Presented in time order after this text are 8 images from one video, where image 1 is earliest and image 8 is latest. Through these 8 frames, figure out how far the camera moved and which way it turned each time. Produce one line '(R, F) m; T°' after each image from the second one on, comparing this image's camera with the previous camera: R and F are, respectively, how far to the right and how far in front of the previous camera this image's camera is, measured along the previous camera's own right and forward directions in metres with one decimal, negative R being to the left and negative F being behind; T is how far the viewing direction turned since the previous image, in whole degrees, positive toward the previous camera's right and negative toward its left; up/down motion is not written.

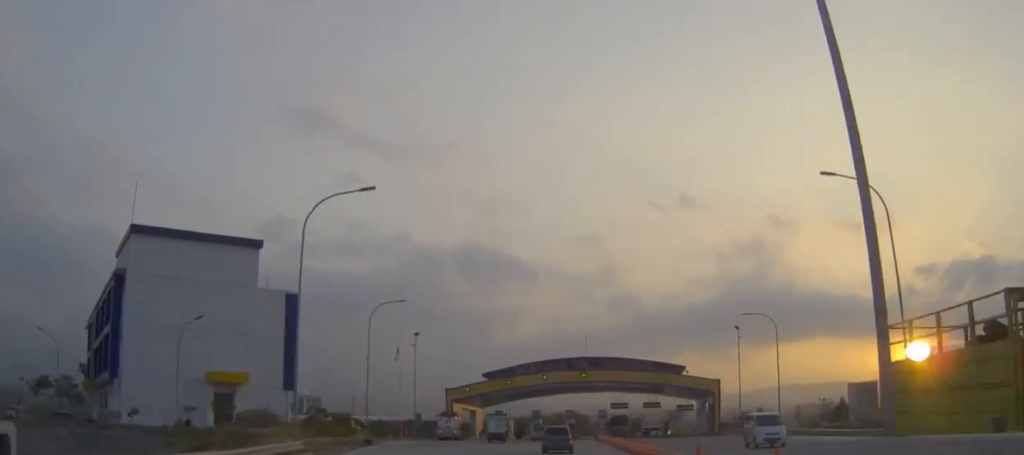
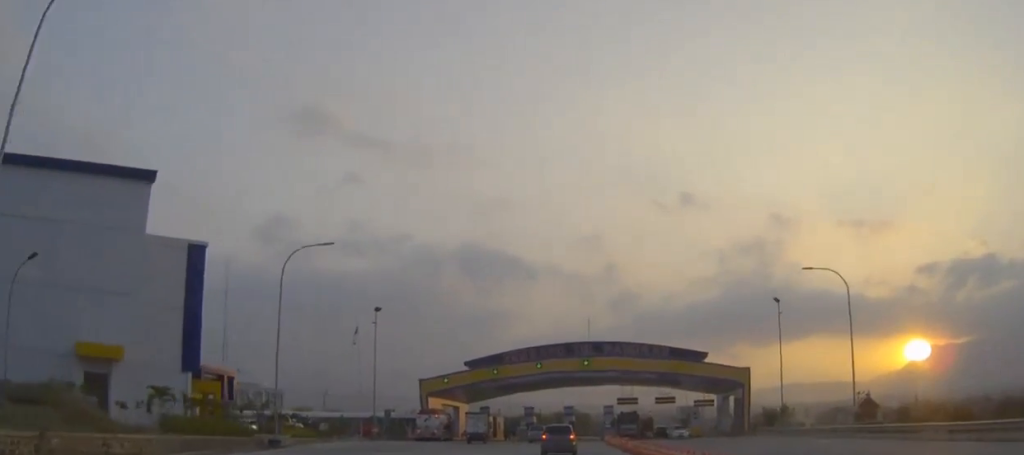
(-0.1, +18.3) m; 0°
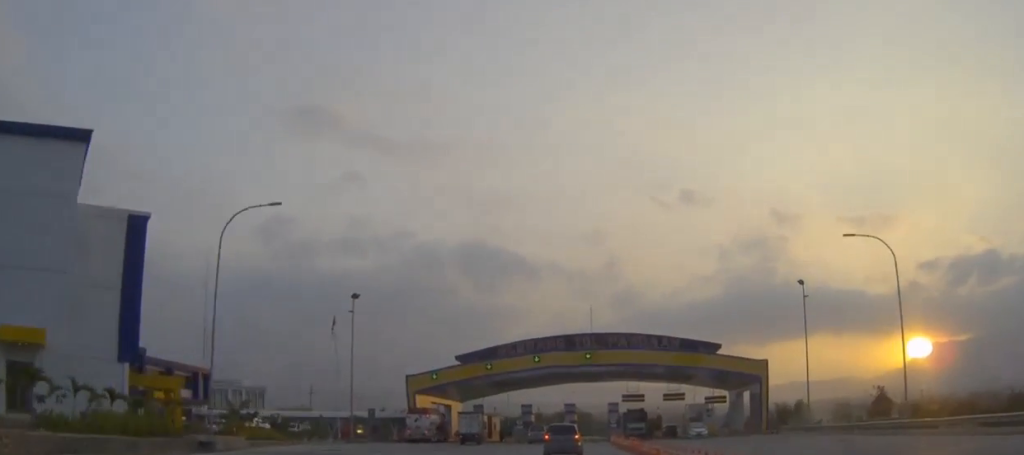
(0.0, +8.1) m; 0°
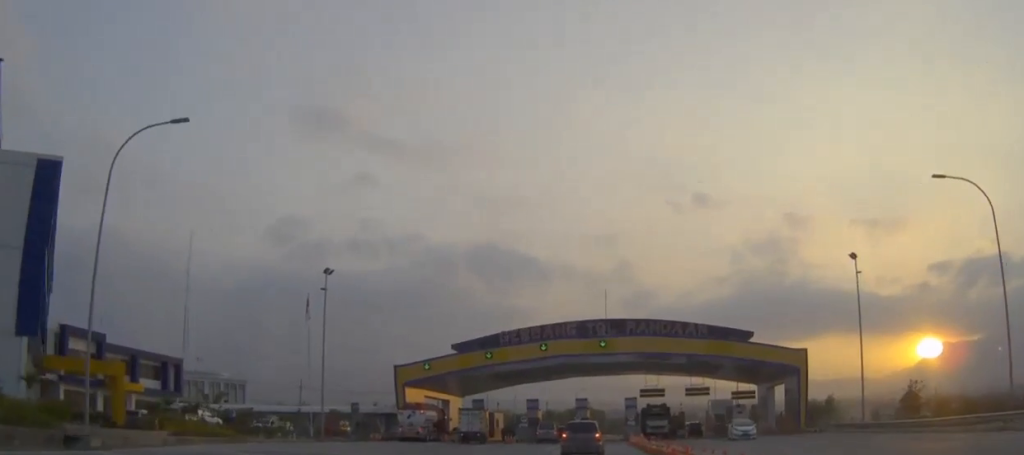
(0.0, +10.9) m; -1°
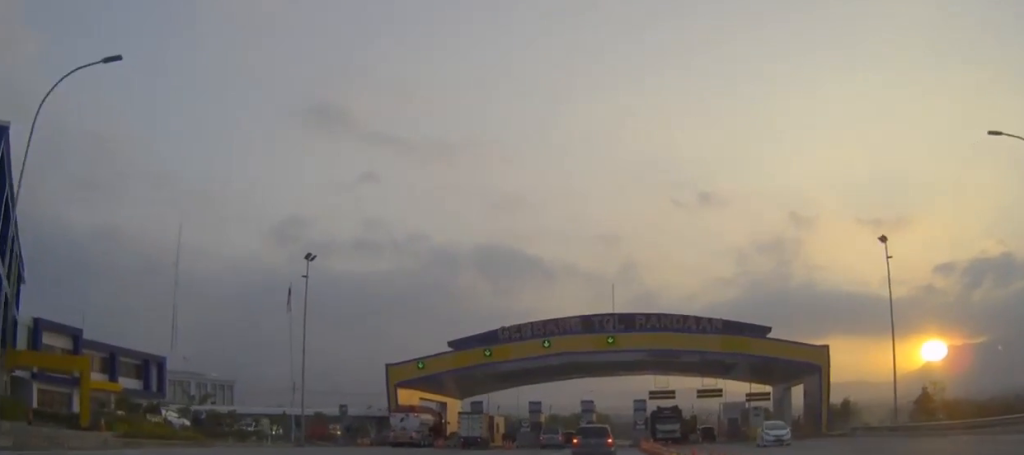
(0.0, +5.4) m; -1°
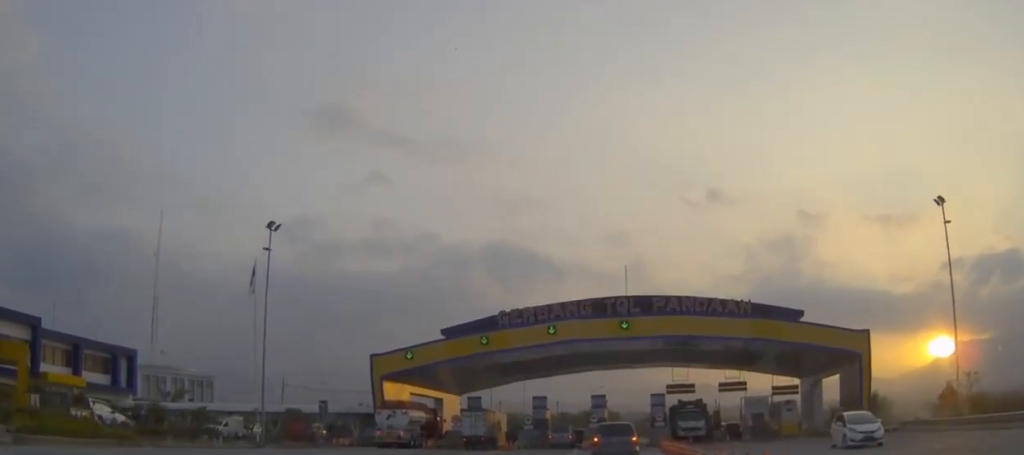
(-0.1, +8.3) m; -1°
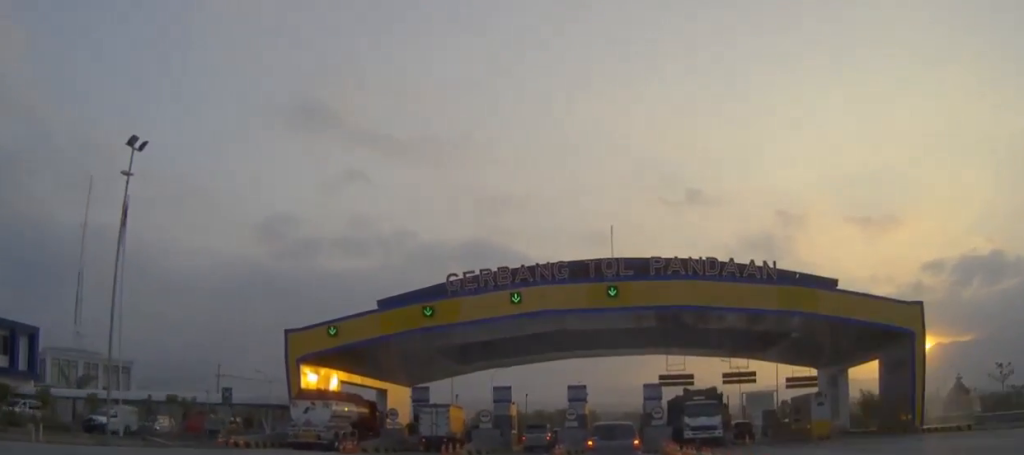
(0.0, +14.1) m; +1°
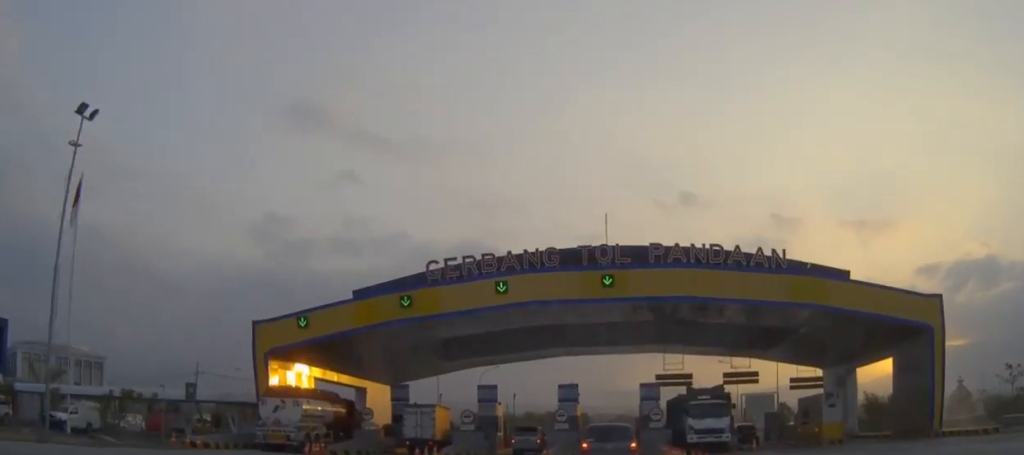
(0.0, +4.1) m; +1°
